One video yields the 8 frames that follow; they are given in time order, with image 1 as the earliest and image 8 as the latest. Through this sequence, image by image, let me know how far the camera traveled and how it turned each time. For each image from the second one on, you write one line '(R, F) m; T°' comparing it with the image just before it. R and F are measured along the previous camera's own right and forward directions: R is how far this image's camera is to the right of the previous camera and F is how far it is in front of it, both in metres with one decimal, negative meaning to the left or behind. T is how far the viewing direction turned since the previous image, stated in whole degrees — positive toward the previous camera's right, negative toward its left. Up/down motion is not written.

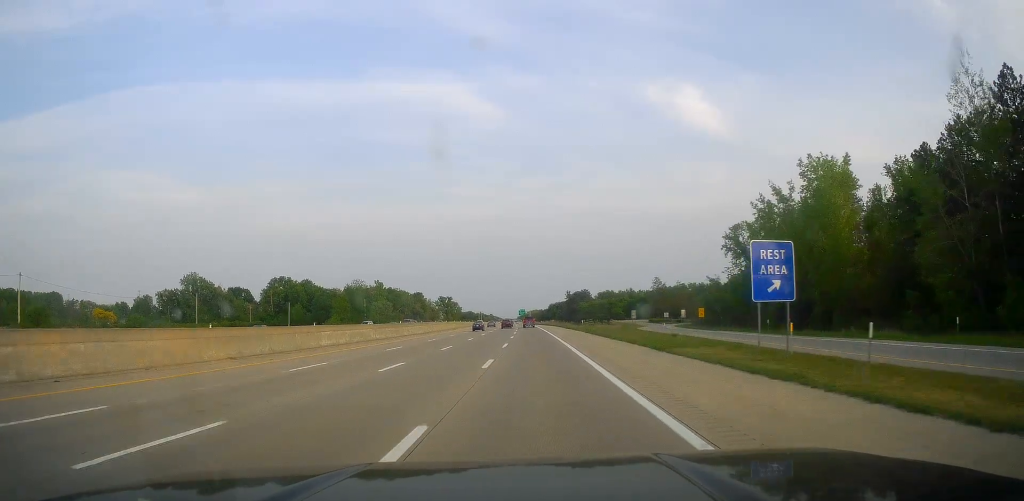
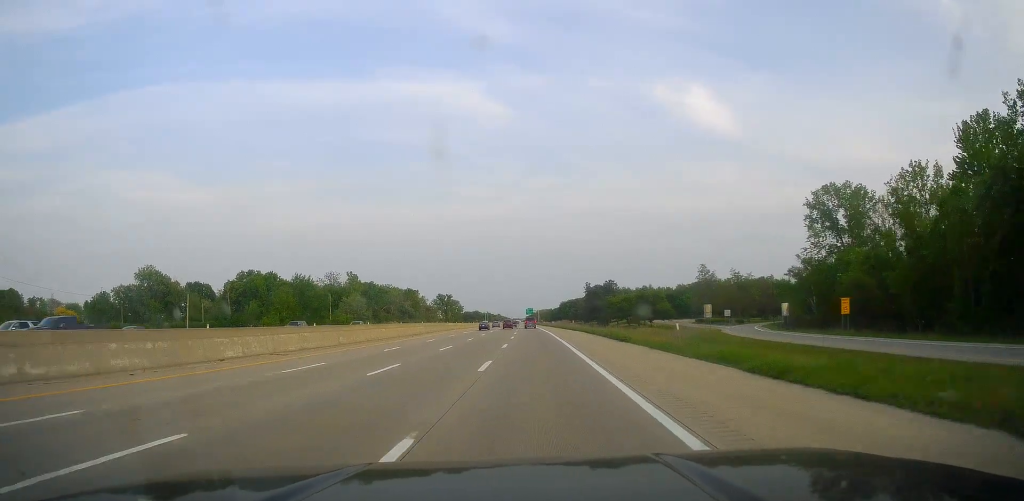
(-0.2, +46.9) m; 0°
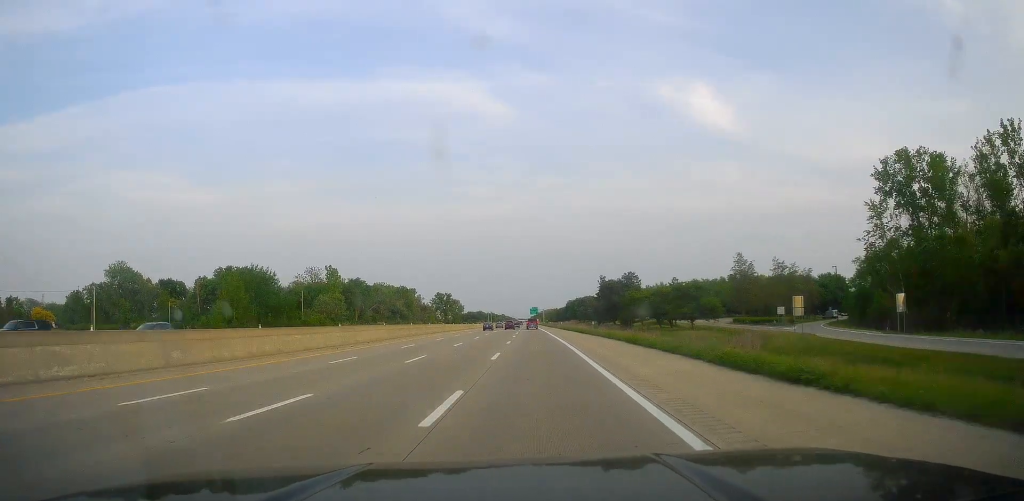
(+0.1, +25.0) m; 0°
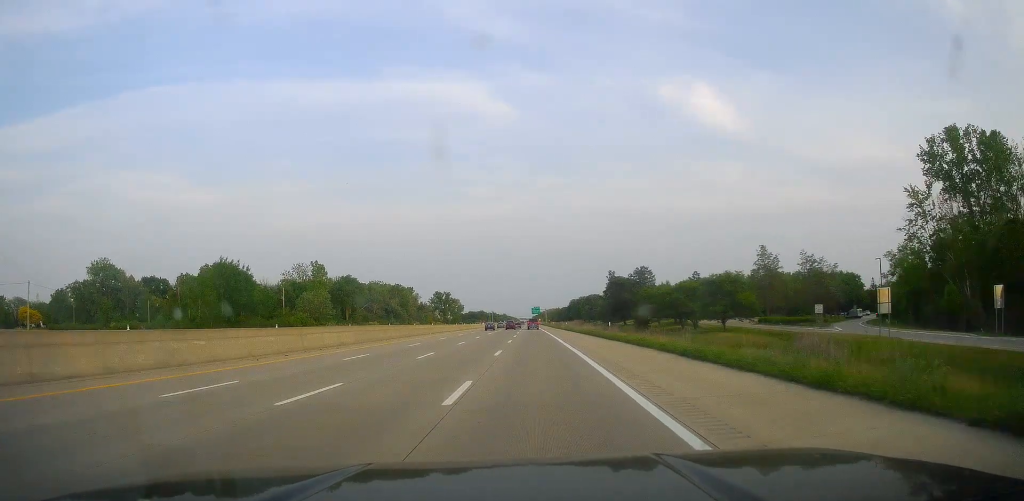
(-0.1, +13.1) m; -1°
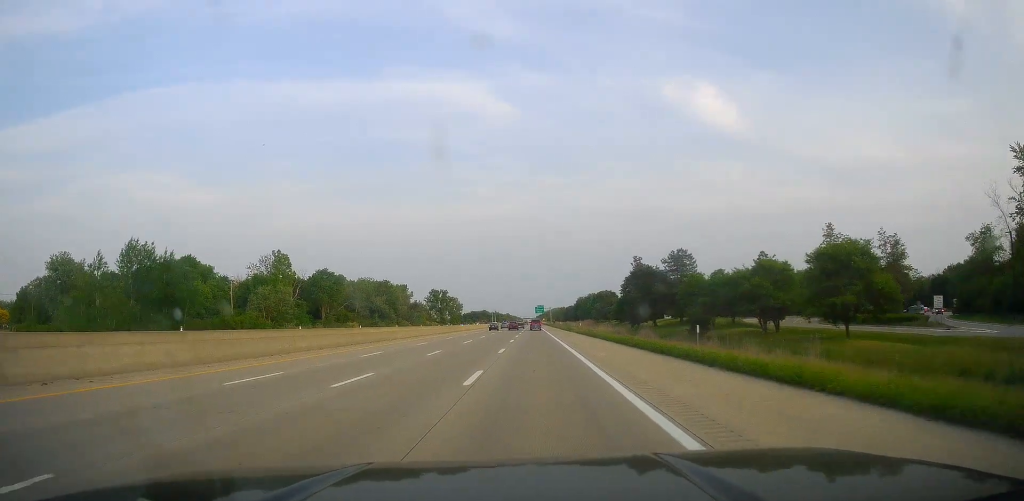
(-0.3, +27.2) m; -1°
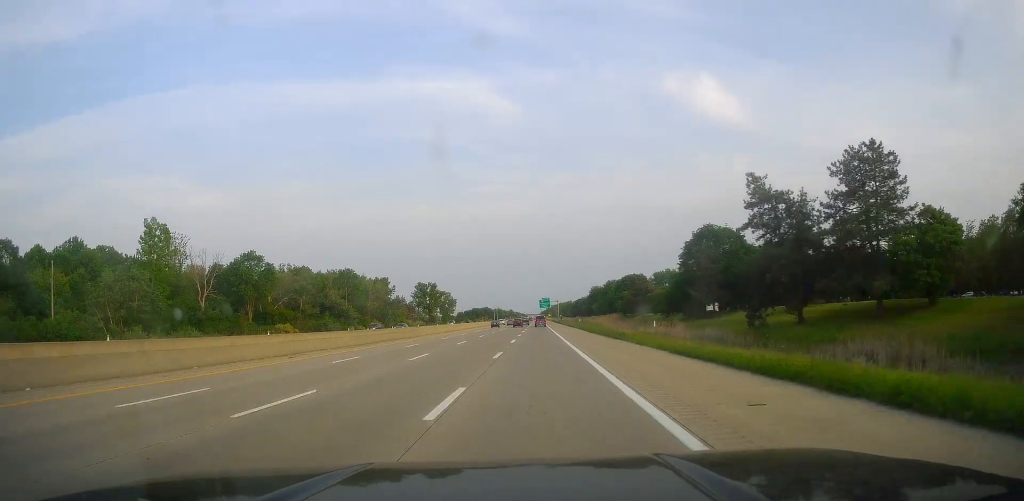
(+0.3, +51.5) m; 0°
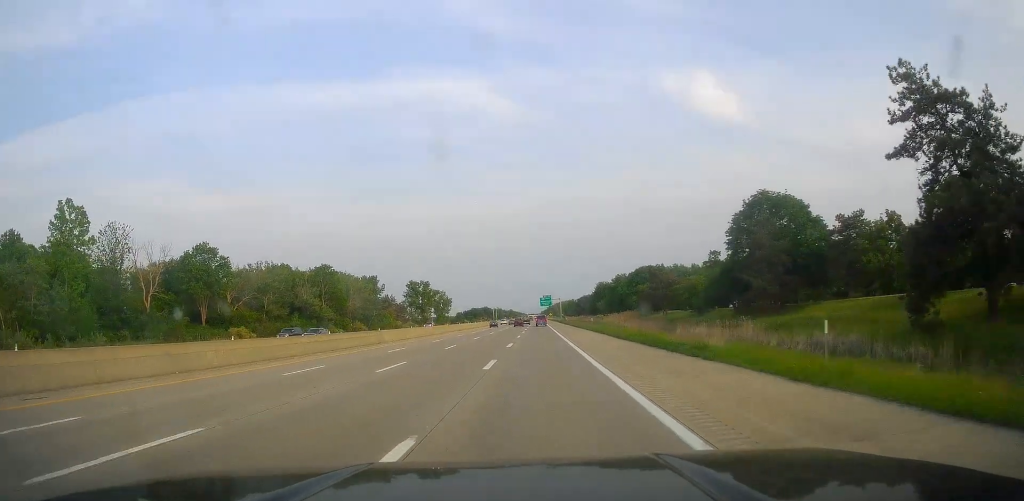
(-0.2, +20.8) m; -1°
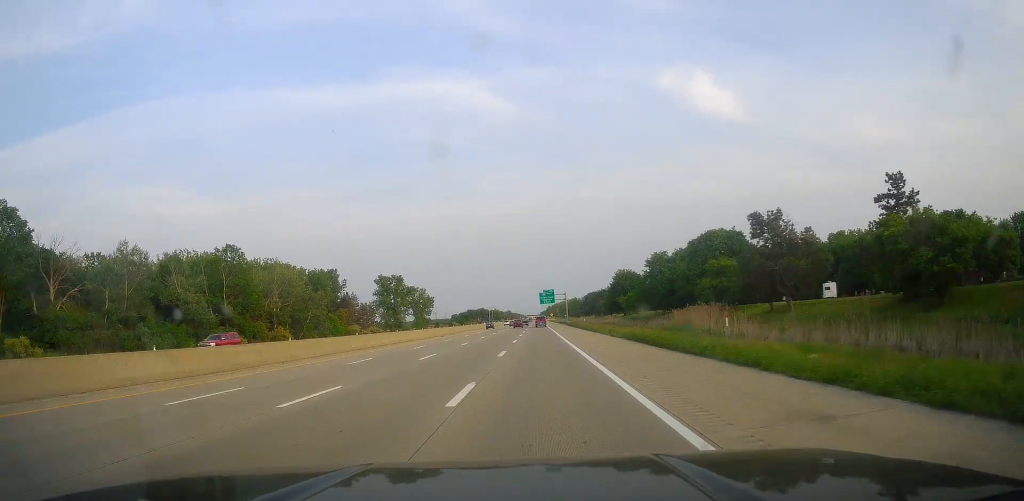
(-0.5, +53.8) m; 0°
